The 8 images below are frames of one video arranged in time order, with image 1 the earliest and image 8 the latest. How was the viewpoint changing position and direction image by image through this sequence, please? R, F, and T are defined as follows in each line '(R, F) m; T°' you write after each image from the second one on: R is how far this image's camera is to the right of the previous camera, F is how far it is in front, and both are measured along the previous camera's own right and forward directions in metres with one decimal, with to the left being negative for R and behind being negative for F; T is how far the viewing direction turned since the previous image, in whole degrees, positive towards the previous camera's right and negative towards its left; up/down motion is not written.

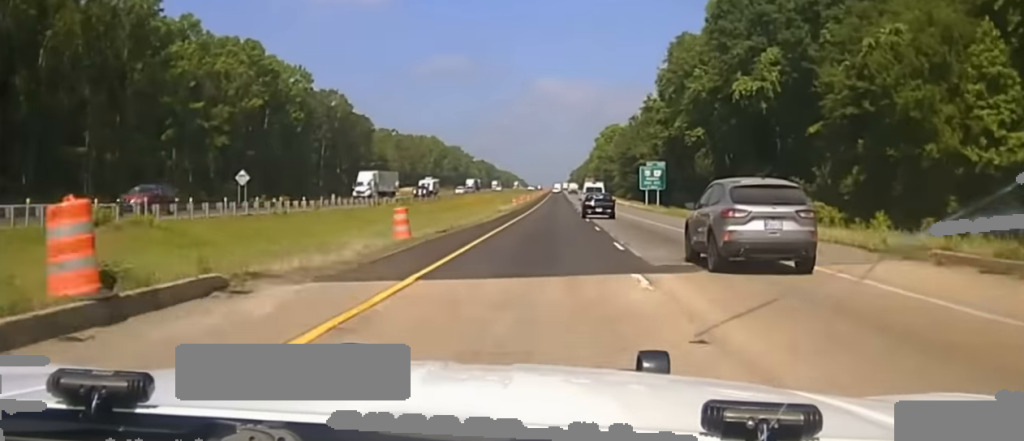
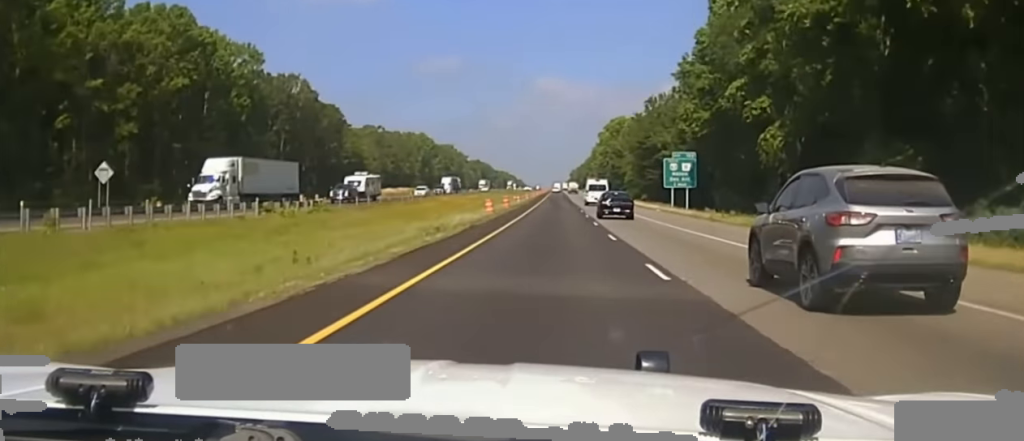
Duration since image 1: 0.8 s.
(+0.1, +29.5) m; 0°
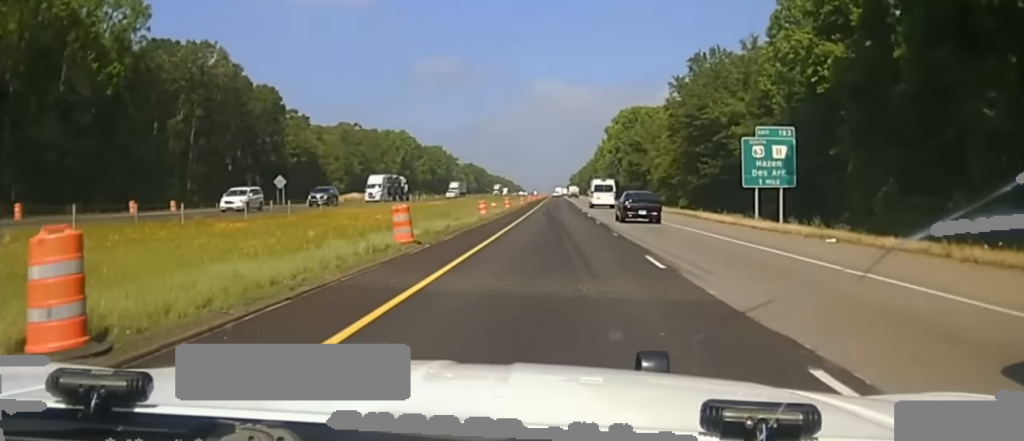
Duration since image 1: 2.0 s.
(-0.4, +54.4) m; 0°
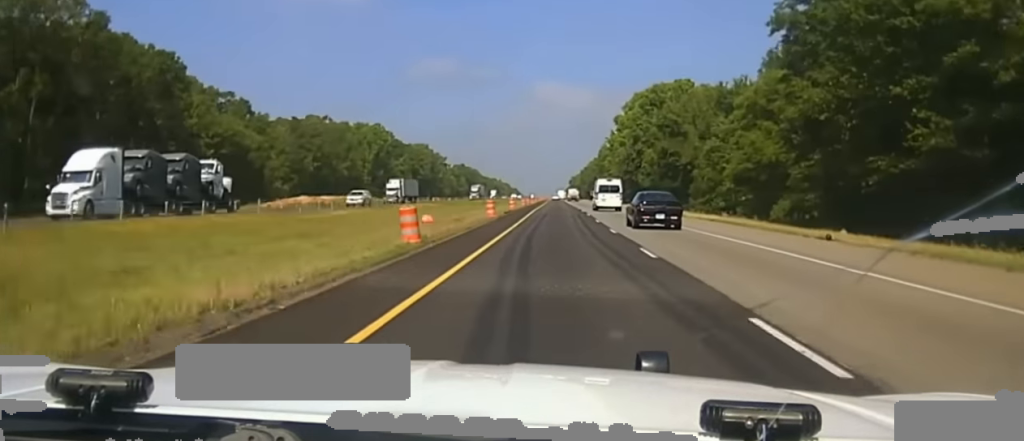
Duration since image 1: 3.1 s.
(0.0, +52.6) m; 0°
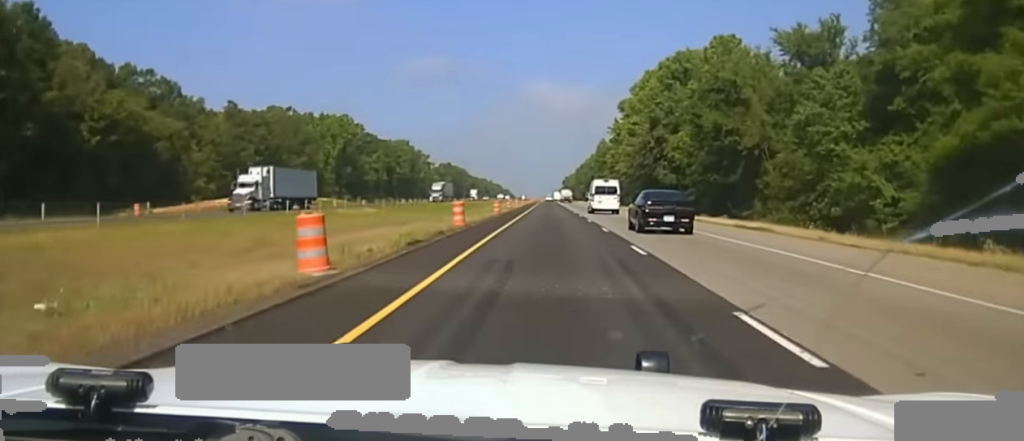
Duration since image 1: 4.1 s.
(0.0, +44.7) m; 0°
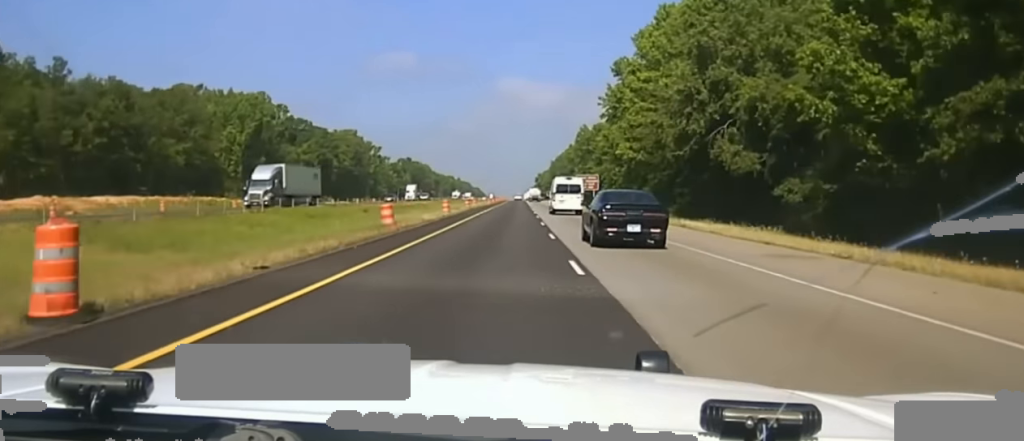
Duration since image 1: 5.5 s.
(+0.7, +54.4) m; +2°
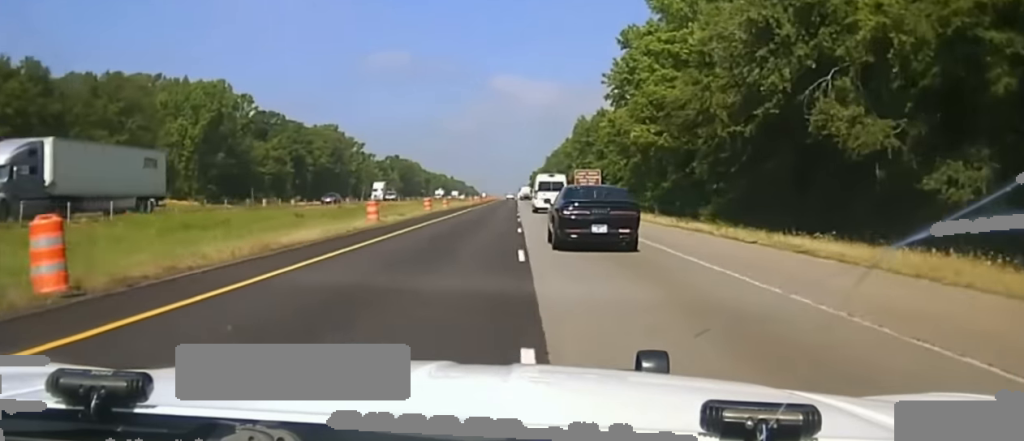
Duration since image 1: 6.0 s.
(+0.1, +17.4) m; 0°
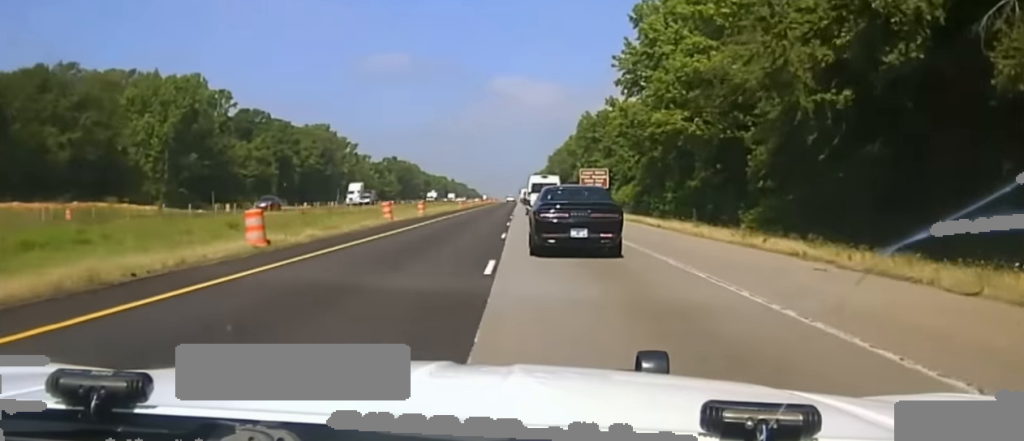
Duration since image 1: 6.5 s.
(0.0, +13.7) m; 0°
